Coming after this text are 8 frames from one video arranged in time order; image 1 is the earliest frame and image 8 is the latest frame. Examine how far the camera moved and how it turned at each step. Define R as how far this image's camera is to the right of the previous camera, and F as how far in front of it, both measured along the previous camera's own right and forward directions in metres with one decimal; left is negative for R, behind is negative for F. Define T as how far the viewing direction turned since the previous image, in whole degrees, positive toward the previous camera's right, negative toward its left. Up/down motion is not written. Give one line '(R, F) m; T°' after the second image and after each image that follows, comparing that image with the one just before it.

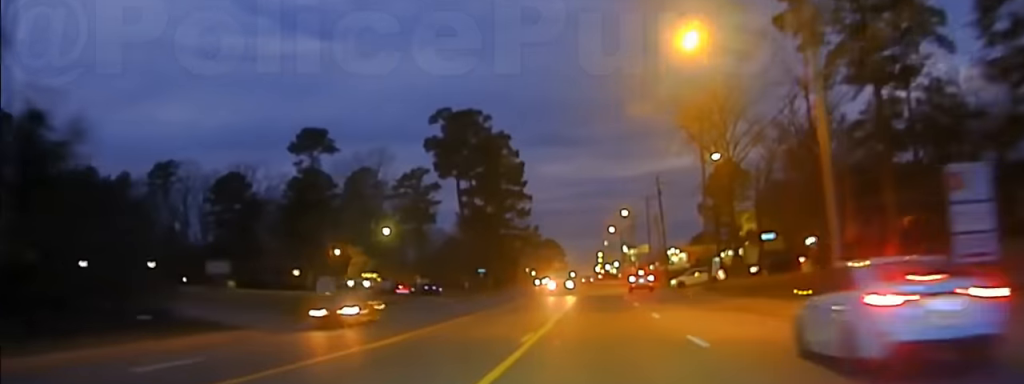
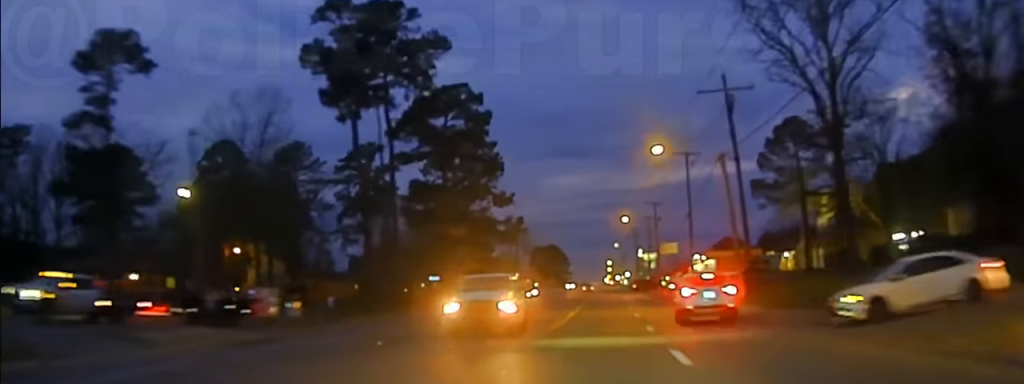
(+0.6, +52.0) m; 0°
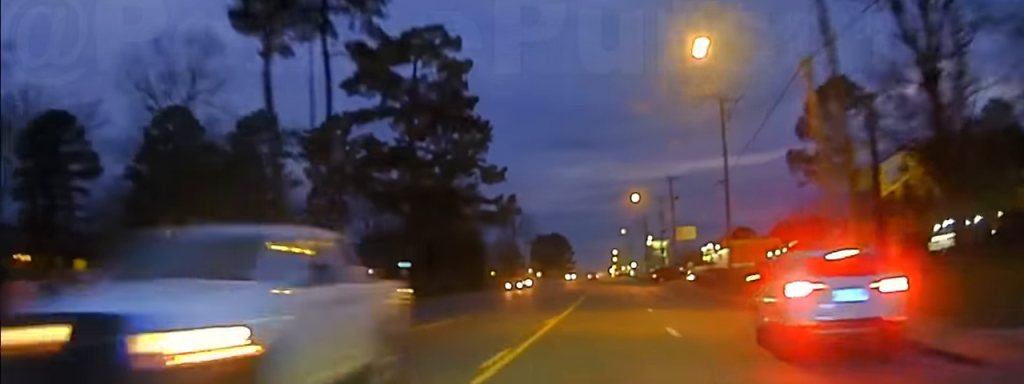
(-0.4, +18.5) m; -1°
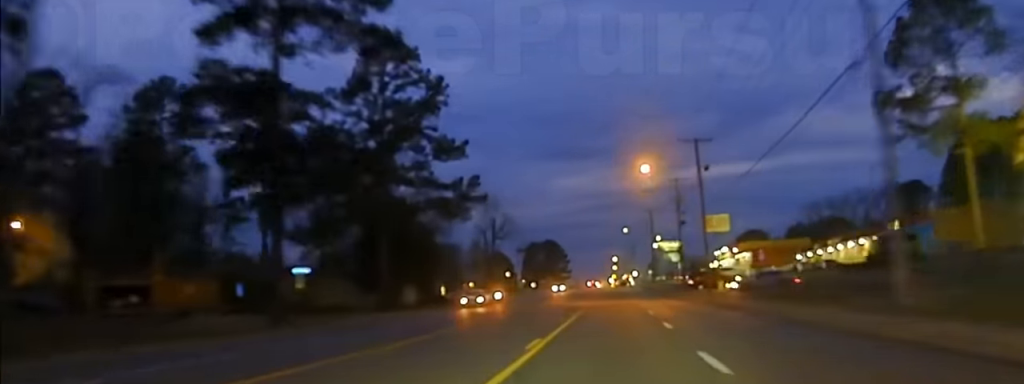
(-0.4, +31.3) m; 0°
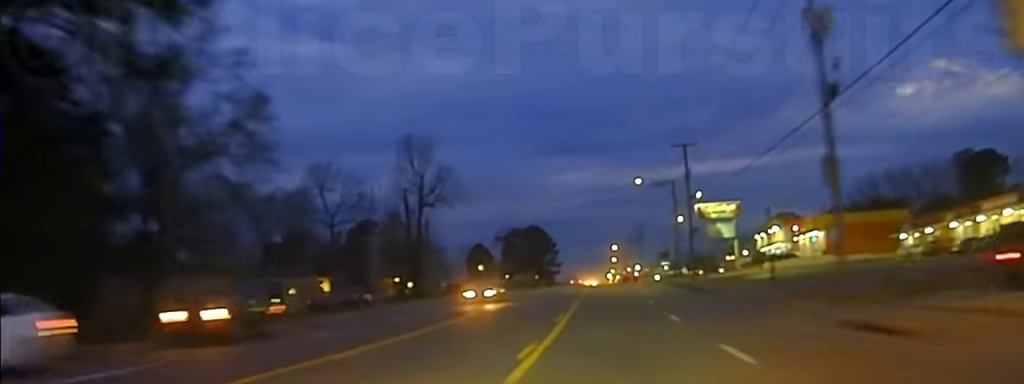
(+0.7, +56.5) m; +1°
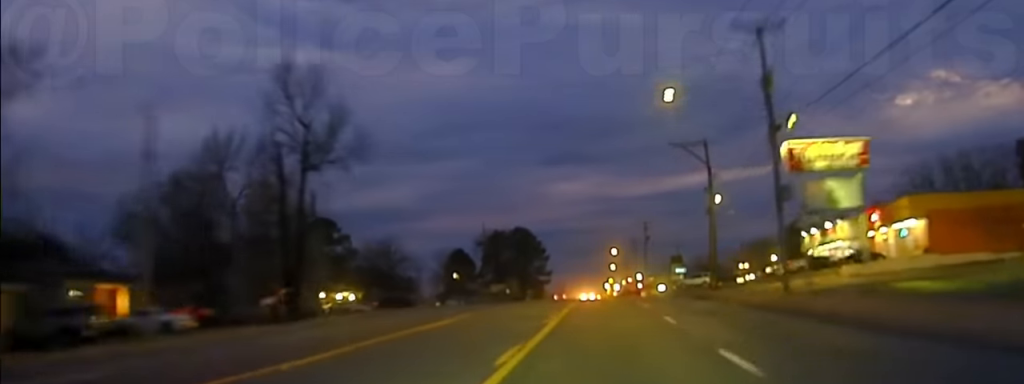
(-0.1, +39.5) m; 0°
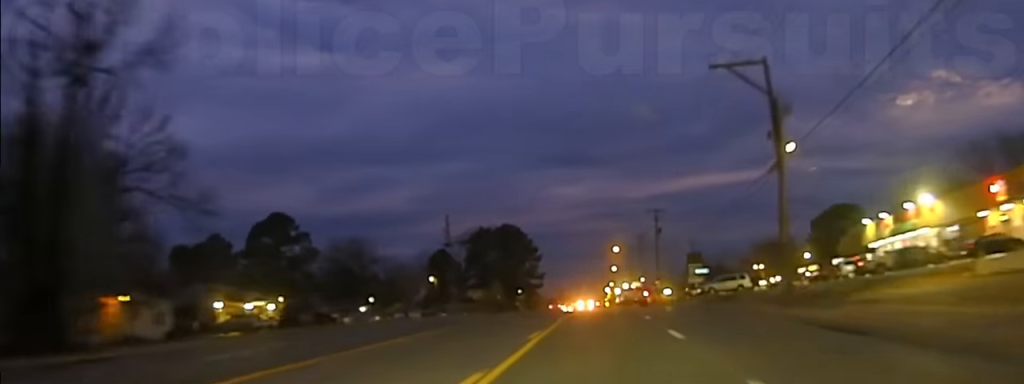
(-0.1, +28.7) m; 0°
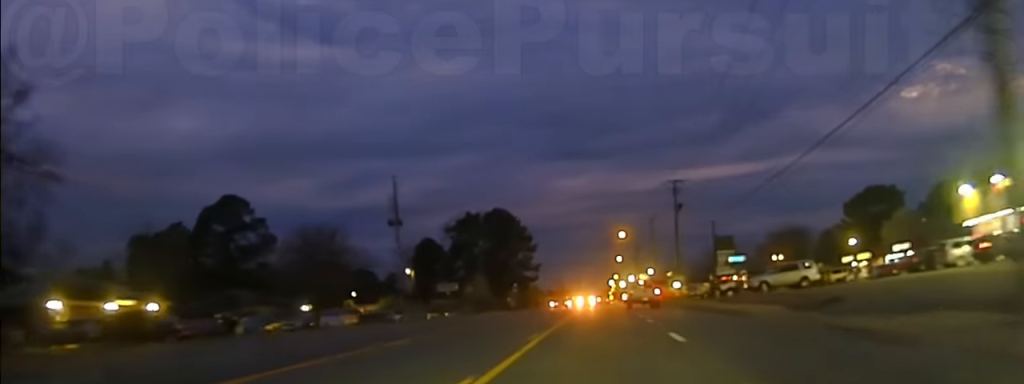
(0.0, +23.9) m; 0°
